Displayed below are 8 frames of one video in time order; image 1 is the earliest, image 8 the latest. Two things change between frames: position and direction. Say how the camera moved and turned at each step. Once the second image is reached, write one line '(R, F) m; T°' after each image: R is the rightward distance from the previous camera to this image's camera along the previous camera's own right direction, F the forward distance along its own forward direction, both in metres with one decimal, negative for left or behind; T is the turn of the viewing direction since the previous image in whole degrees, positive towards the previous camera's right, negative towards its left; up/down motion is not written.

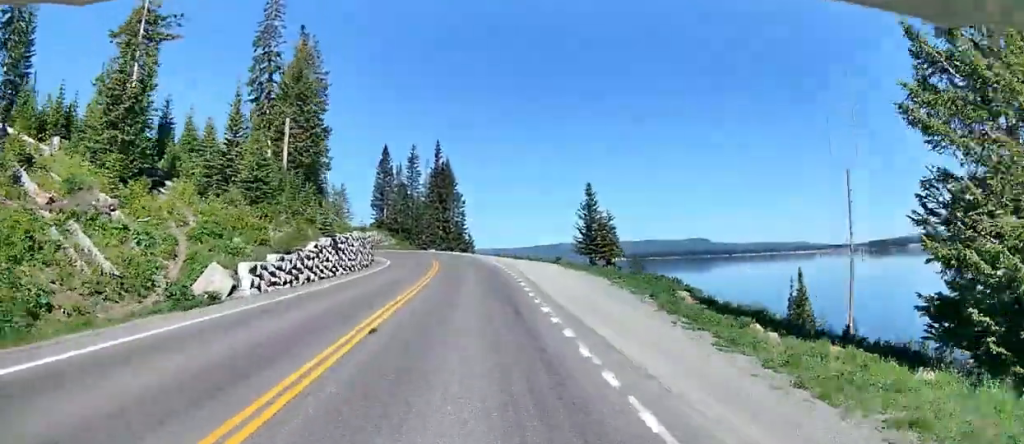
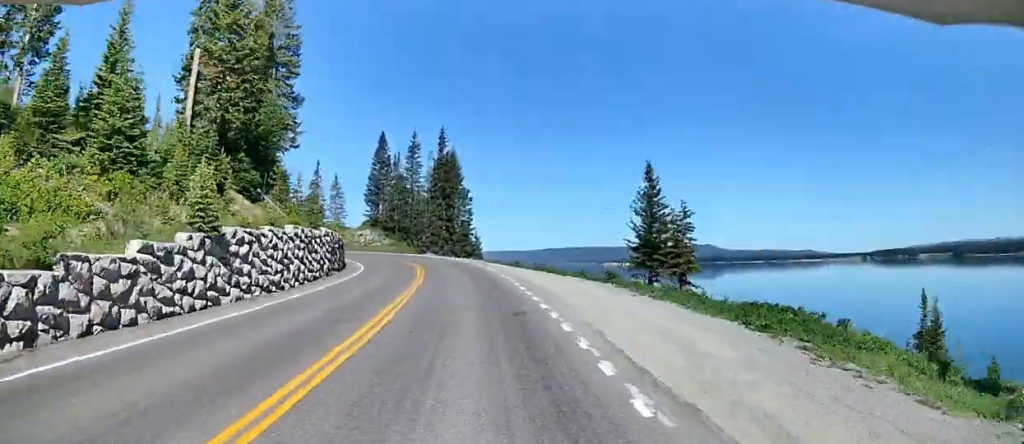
(-0.6, +22.5) m; -5°
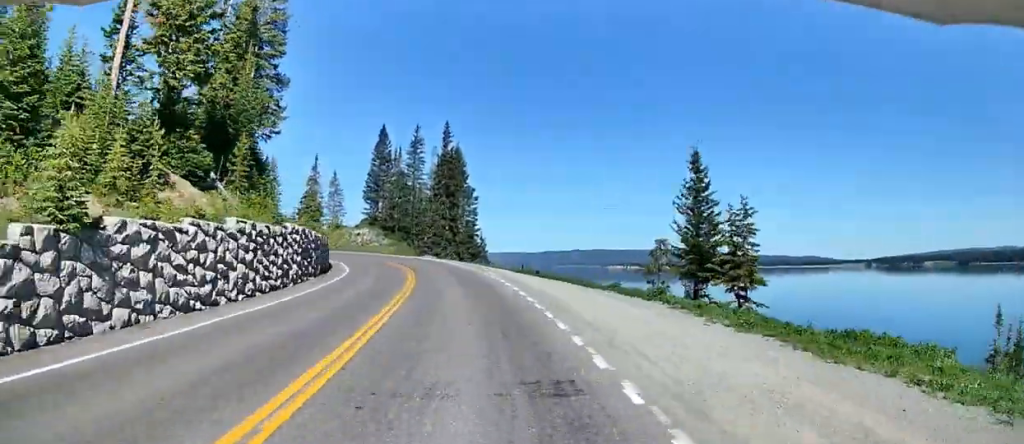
(-0.2, +9.6) m; 0°
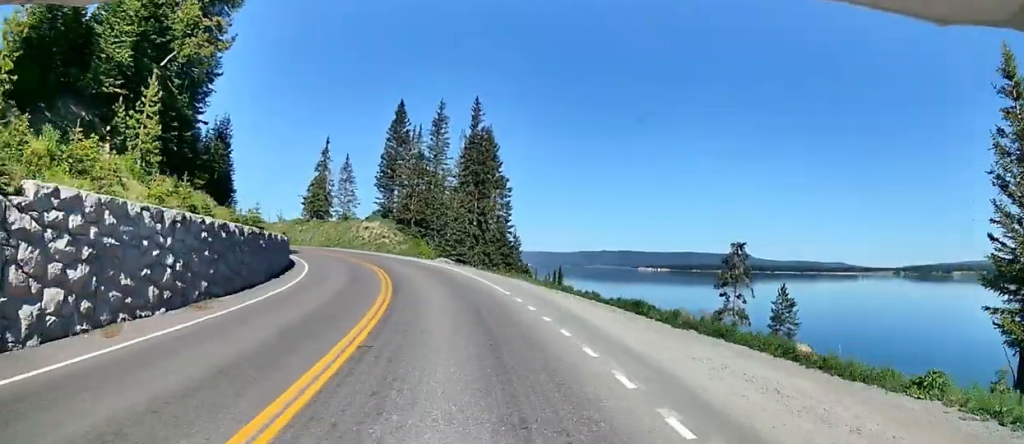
(+0.1, +25.3) m; +4°
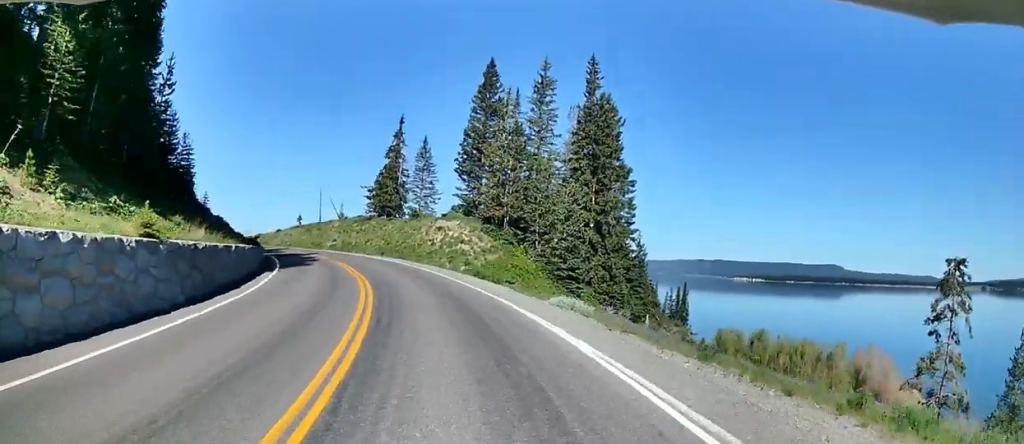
(+0.6, +34.0) m; +2°
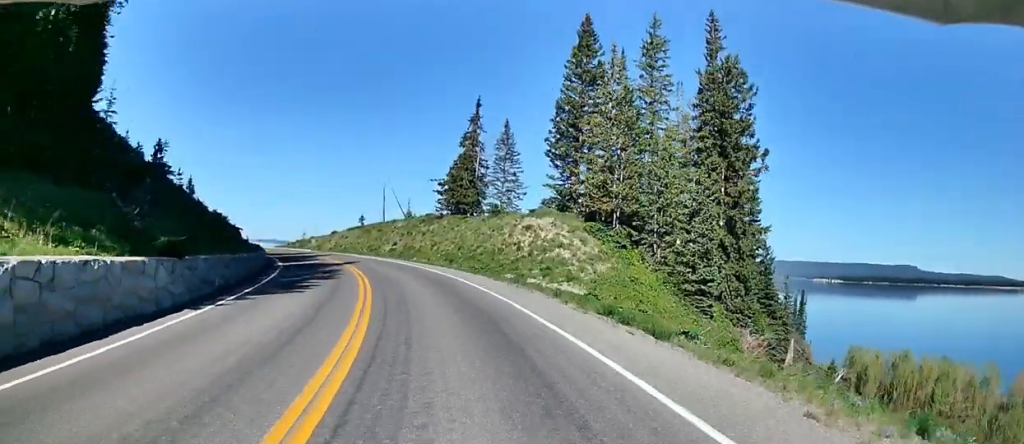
(+1.6, +19.4) m; +5°
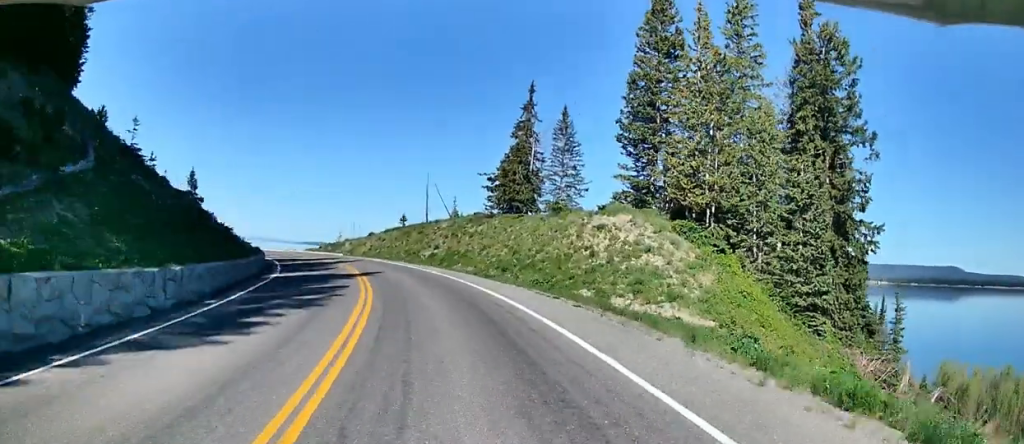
(+0.1, +11.2) m; +3°
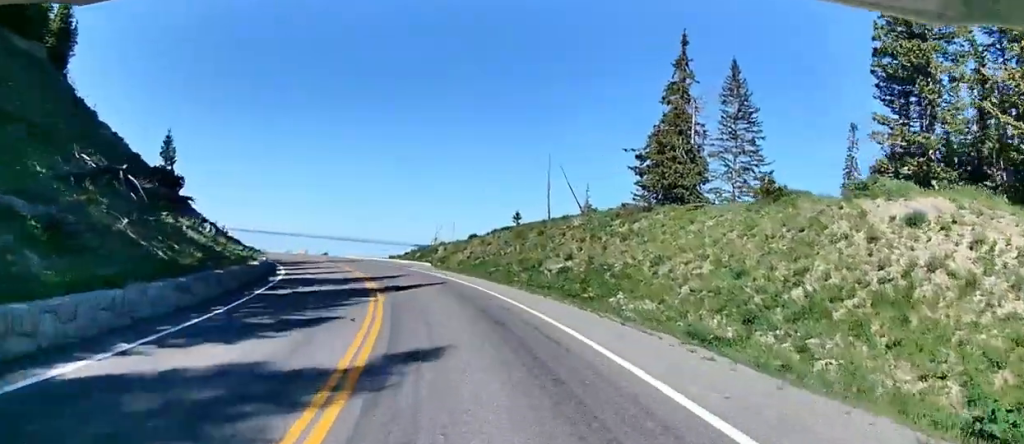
(+1.7, +22.3) m; +10°
